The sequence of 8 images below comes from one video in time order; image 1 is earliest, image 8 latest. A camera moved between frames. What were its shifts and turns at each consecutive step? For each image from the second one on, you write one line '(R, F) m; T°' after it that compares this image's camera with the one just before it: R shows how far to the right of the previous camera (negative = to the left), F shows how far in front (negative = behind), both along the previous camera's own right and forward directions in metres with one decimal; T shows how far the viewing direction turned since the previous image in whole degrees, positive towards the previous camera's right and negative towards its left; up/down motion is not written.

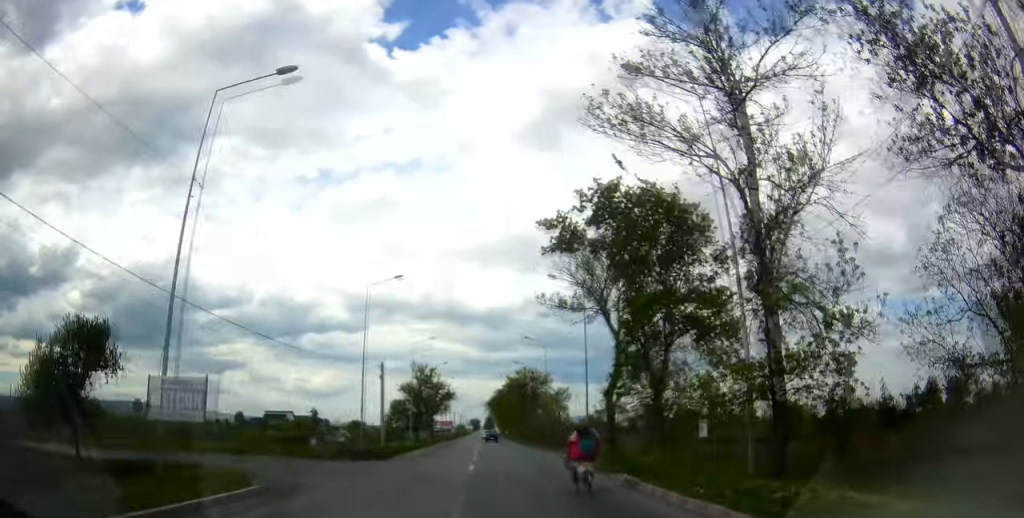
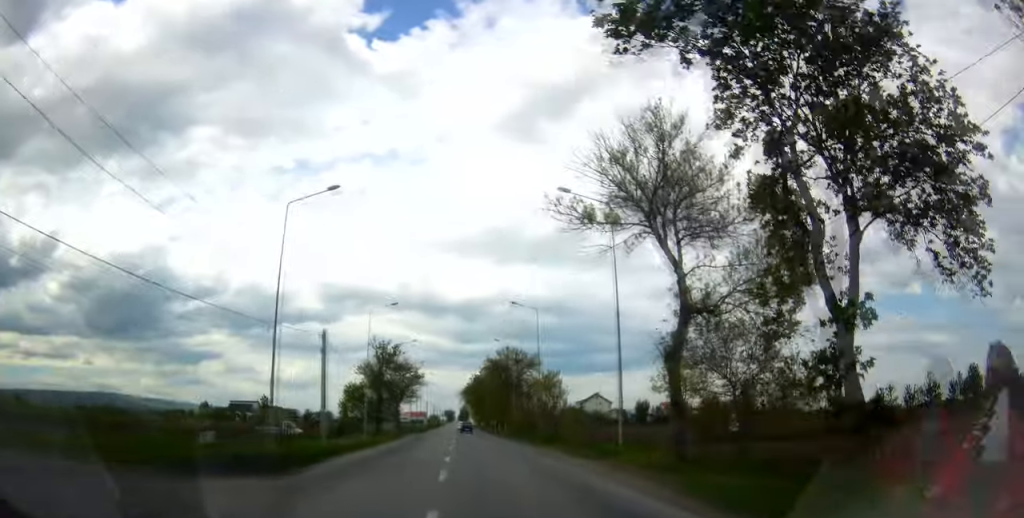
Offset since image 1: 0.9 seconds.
(-0.3, +11.5) m; -2°
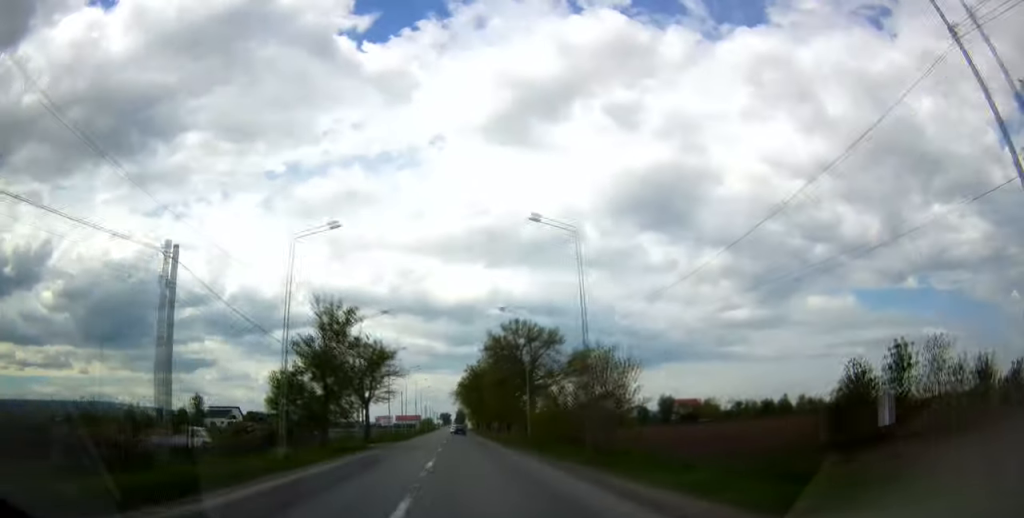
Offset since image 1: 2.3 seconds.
(-0.1, +19.9) m; +2°
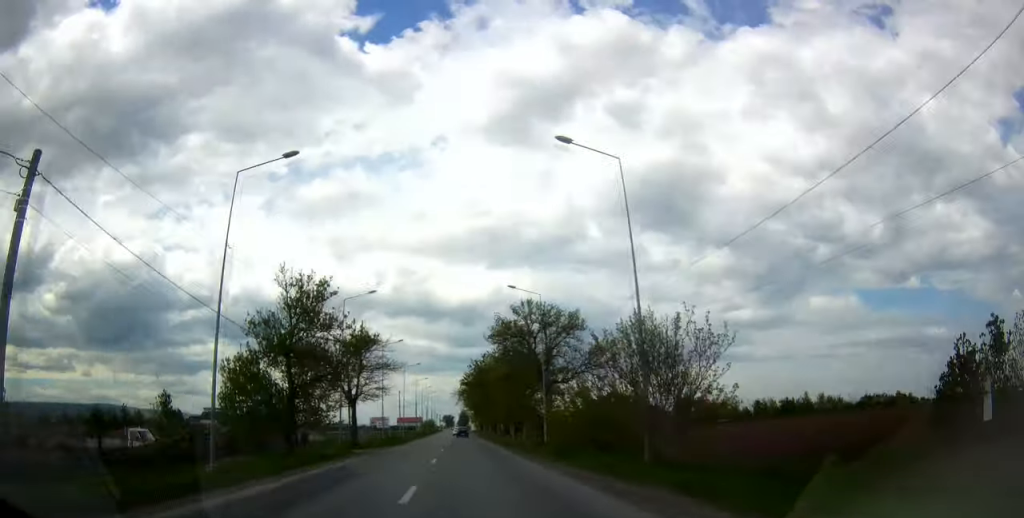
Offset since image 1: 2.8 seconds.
(+0.3, +8.3) m; +1°
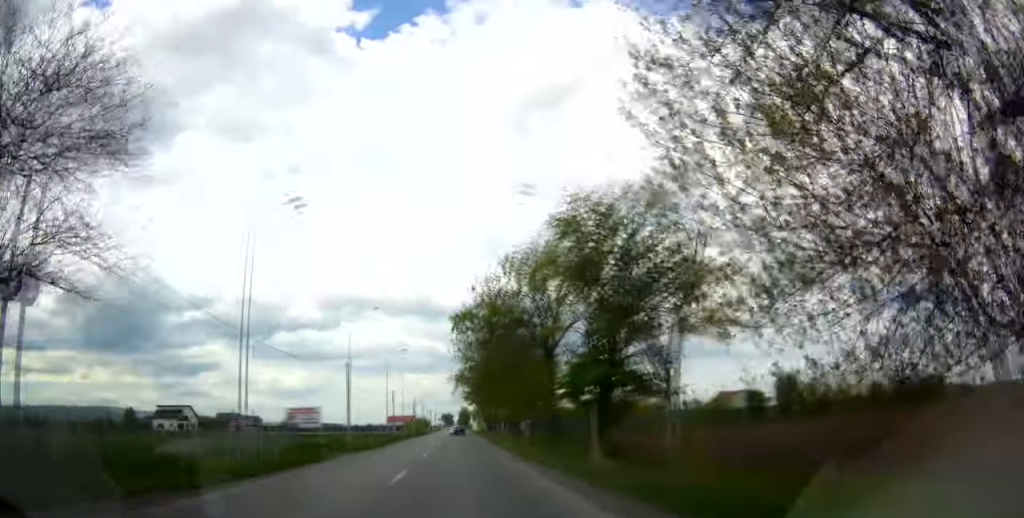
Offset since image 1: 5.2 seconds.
(+1.2, +41.0) m; +2°
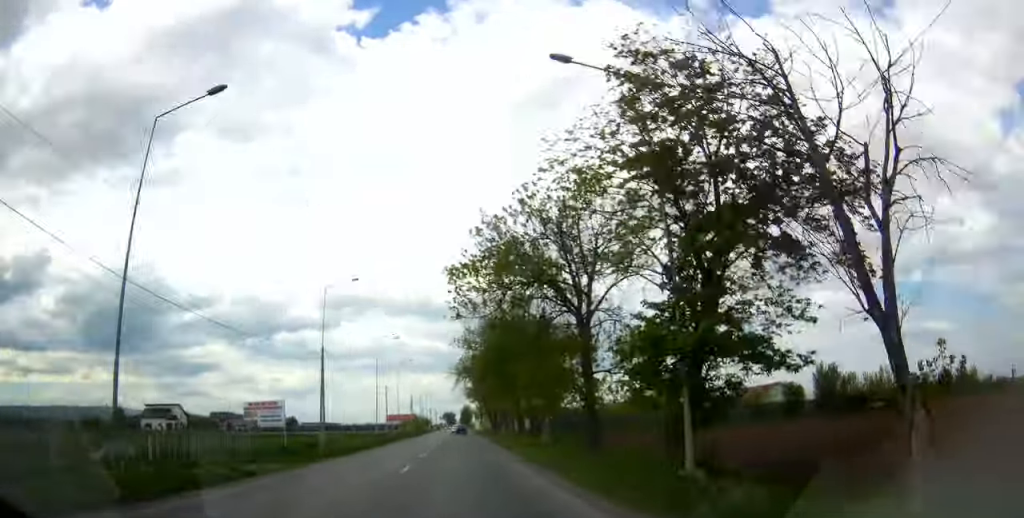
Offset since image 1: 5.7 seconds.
(-0.1, +9.2) m; 0°
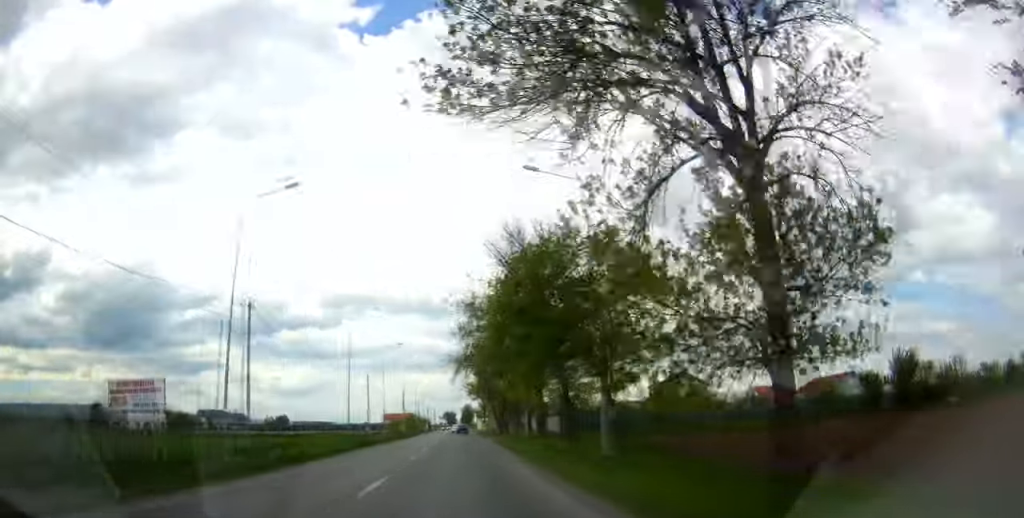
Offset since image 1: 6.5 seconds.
(-0.2, +15.7) m; -1°
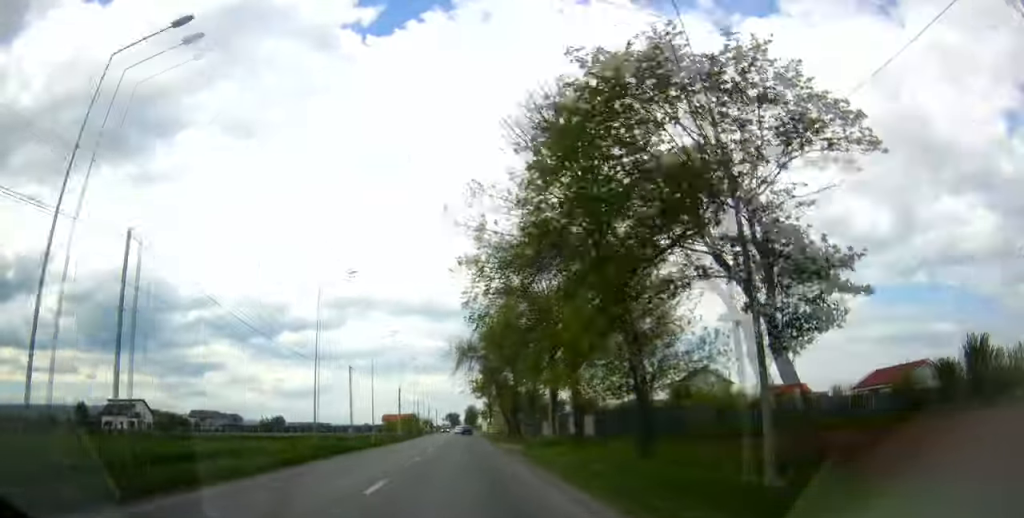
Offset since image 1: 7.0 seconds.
(+0.1, +11.4) m; -1°
